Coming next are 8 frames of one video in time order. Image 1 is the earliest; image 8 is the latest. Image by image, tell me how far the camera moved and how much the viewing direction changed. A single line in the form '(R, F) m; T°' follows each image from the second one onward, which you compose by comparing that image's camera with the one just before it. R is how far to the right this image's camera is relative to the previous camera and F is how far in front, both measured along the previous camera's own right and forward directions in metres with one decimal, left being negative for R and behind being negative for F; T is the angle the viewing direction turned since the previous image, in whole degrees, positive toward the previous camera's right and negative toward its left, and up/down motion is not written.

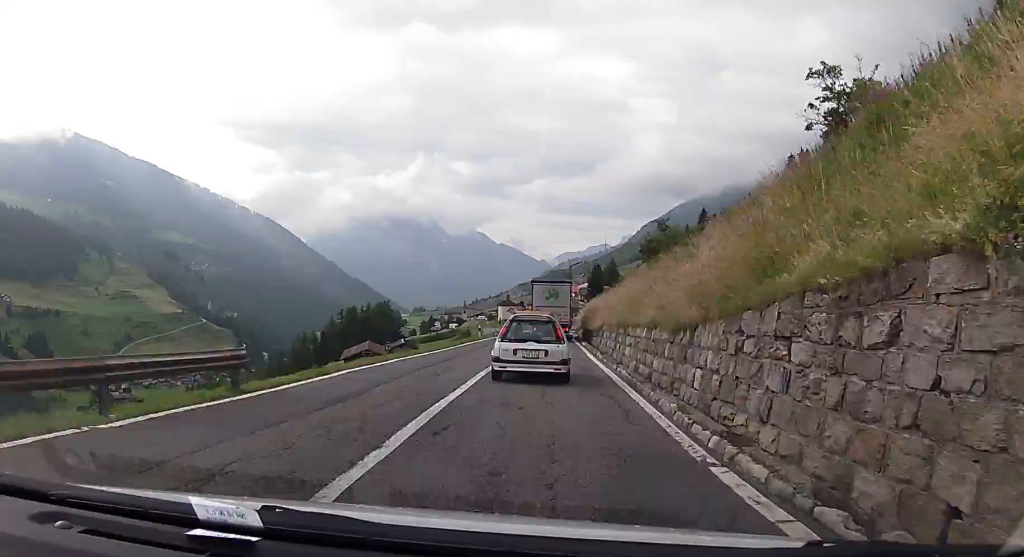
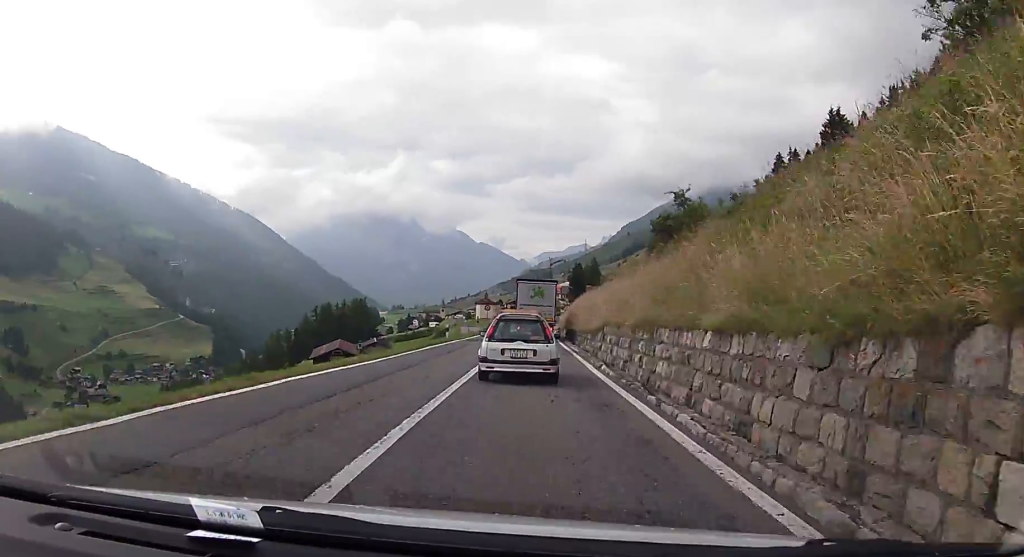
(+0.1, +9.4) m; +1°
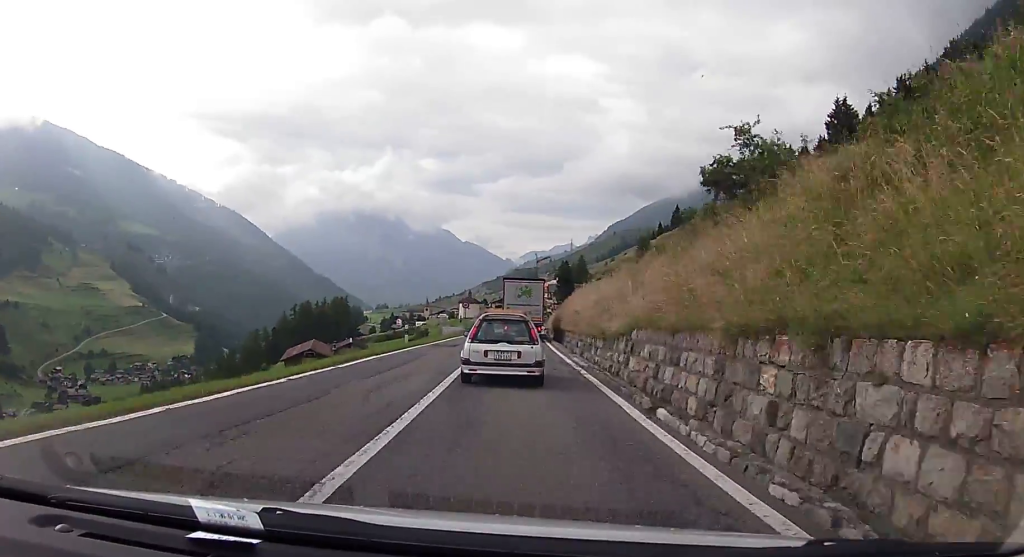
(+0.1, +9.8) m; +2°
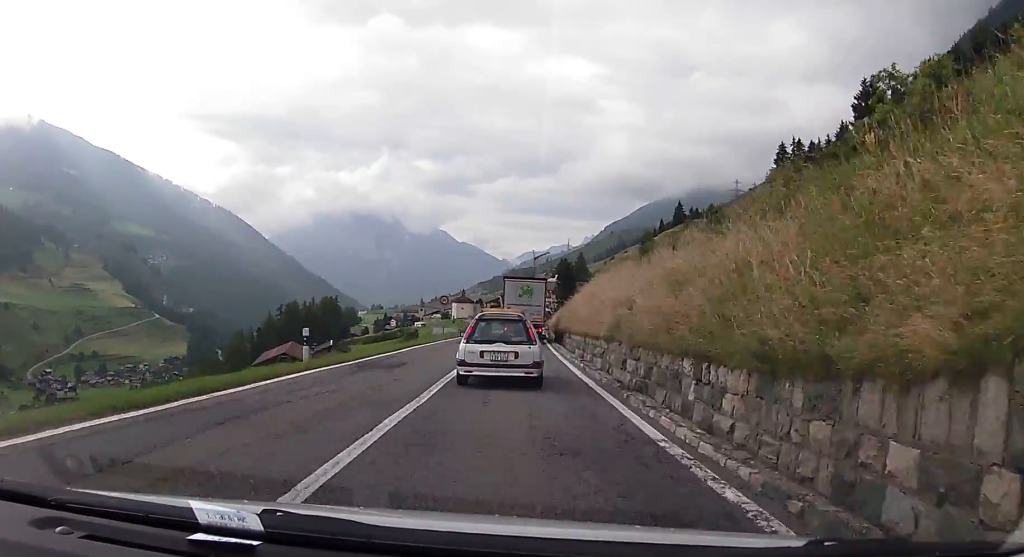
(+0.3, +14.4) m; +1°
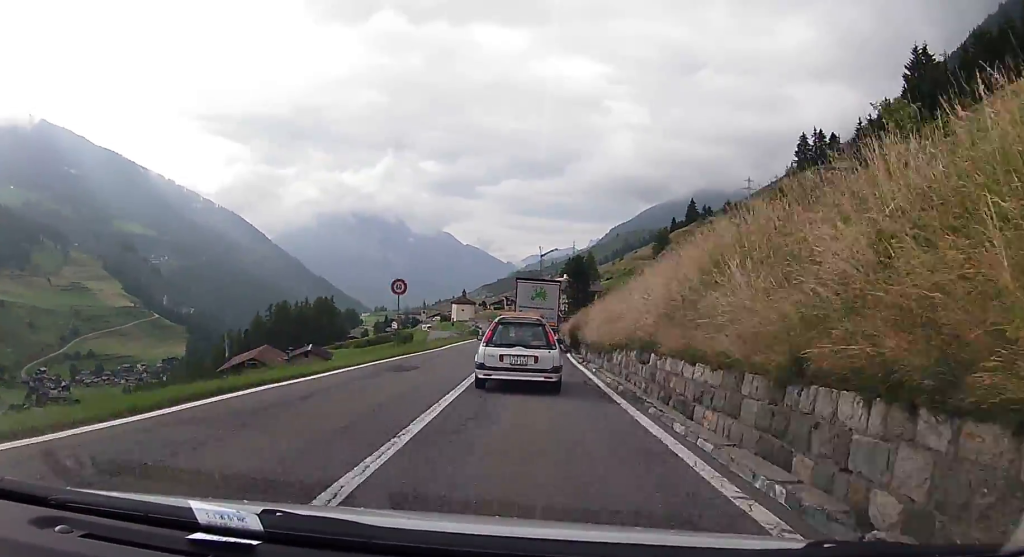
(-0.2, +20.5) m; -1°
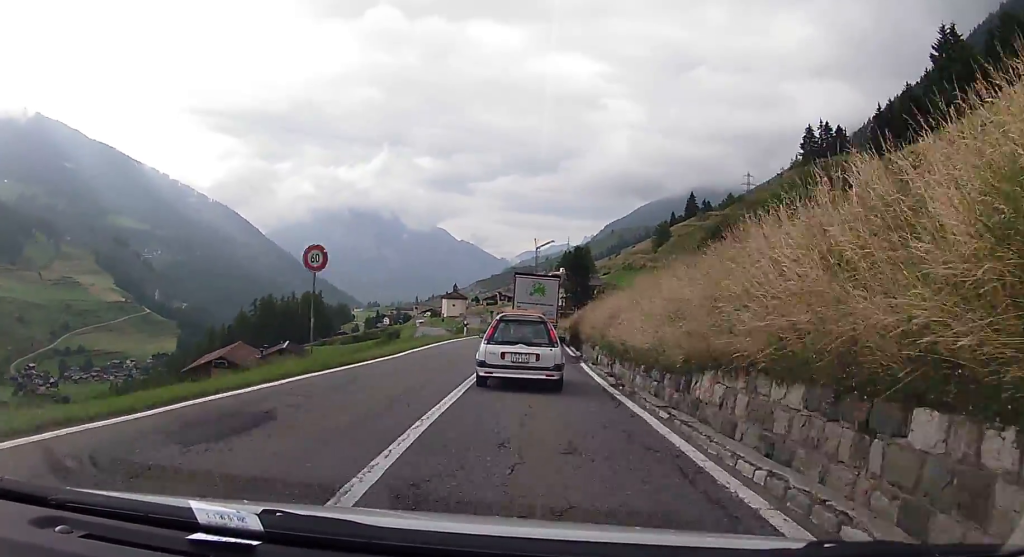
(0.0, +11.7) m; +1°
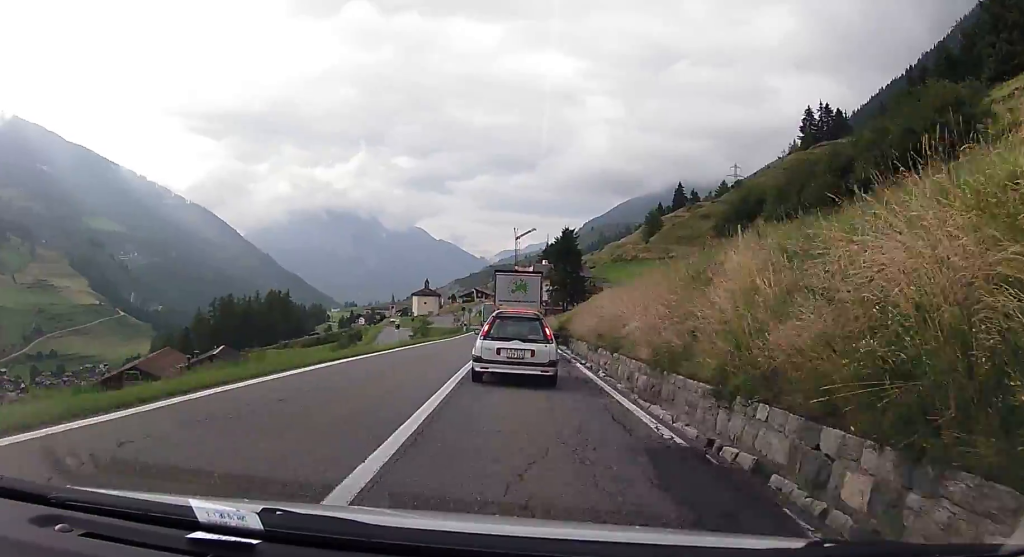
(+0.5, +20.6) m; +2°
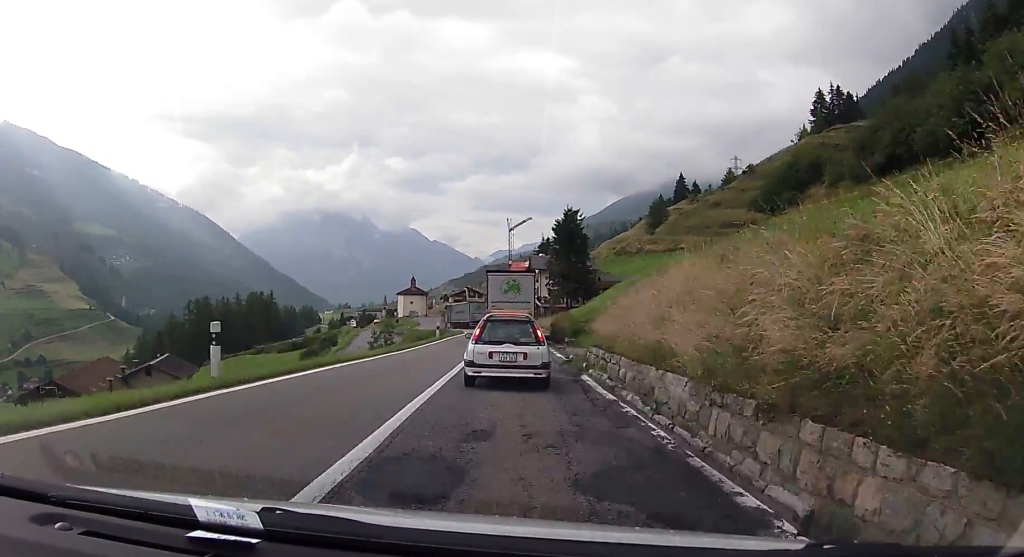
(+0.1, +16.9) m; 0°
